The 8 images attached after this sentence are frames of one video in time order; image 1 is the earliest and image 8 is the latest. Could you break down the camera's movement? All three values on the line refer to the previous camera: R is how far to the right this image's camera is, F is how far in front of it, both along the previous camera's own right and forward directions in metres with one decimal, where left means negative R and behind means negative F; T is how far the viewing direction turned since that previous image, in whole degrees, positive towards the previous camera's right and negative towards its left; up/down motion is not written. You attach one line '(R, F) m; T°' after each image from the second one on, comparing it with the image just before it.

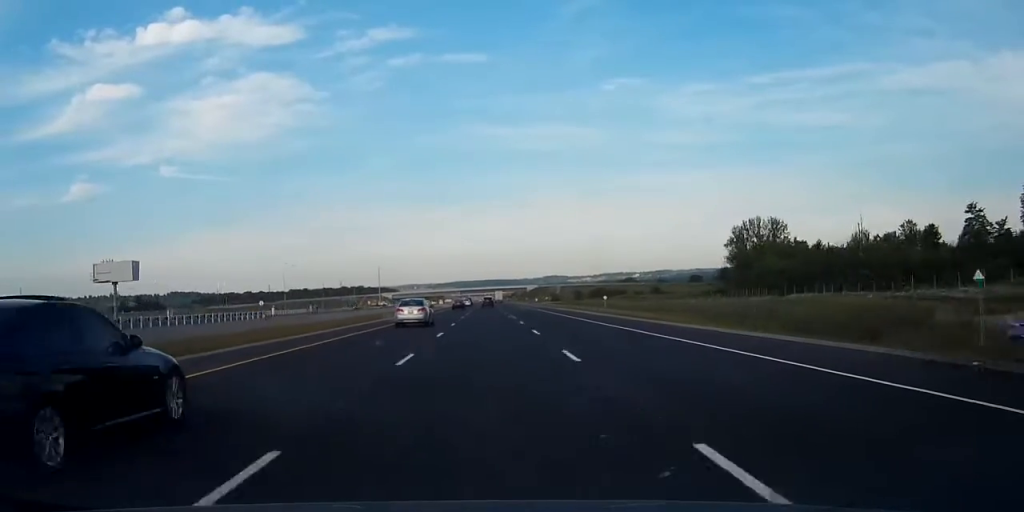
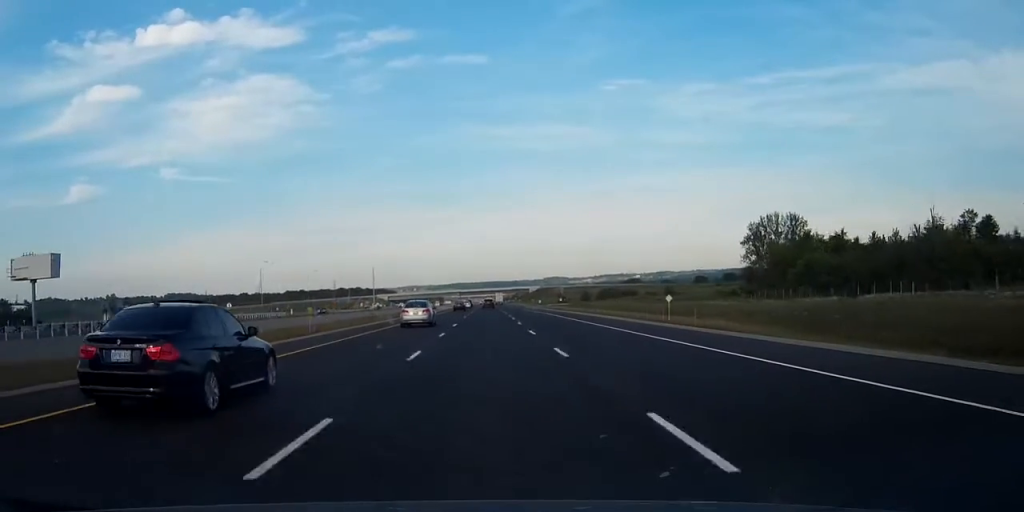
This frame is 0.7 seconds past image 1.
(+0.1, +21.6) m; 0°
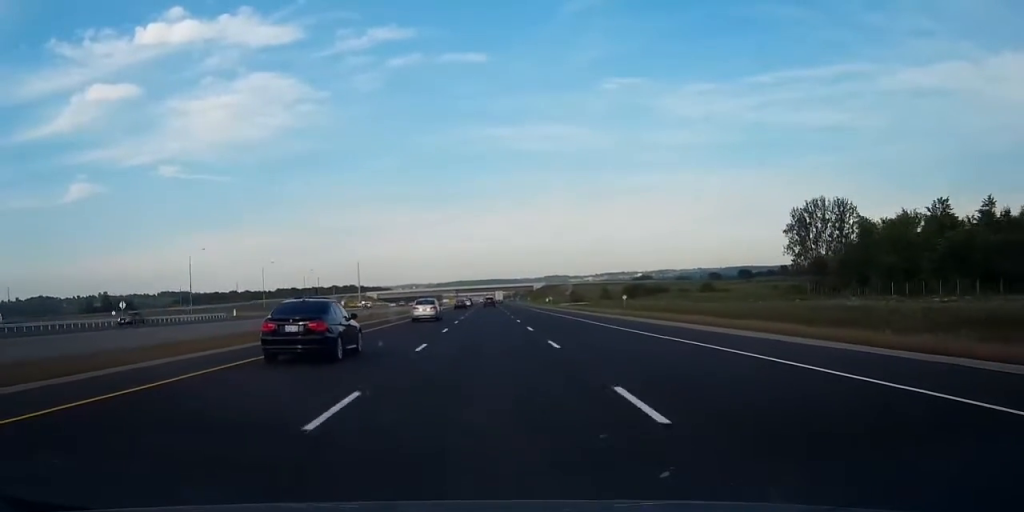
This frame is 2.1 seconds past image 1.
(-0.1, +45.5) m; 0°
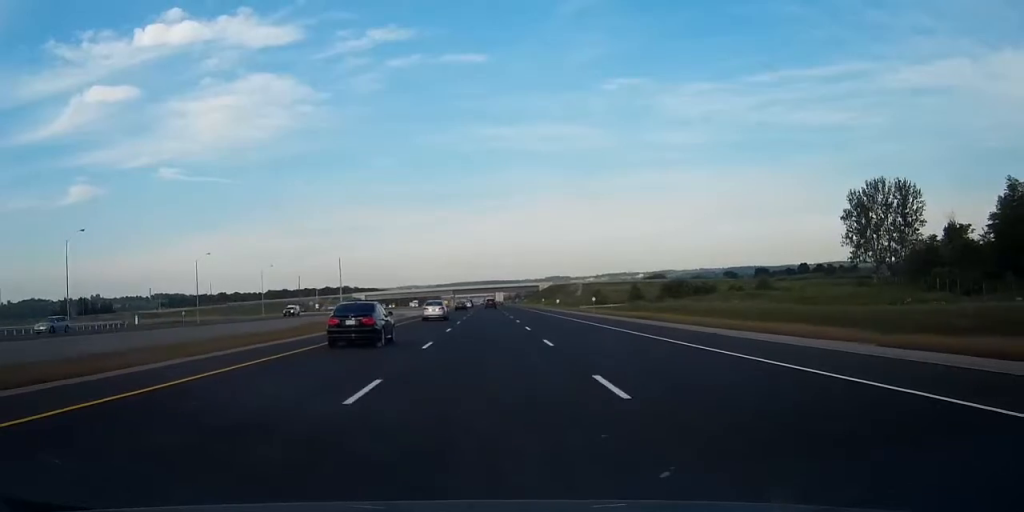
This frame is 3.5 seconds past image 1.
(0.0, +45.5) m; 0°
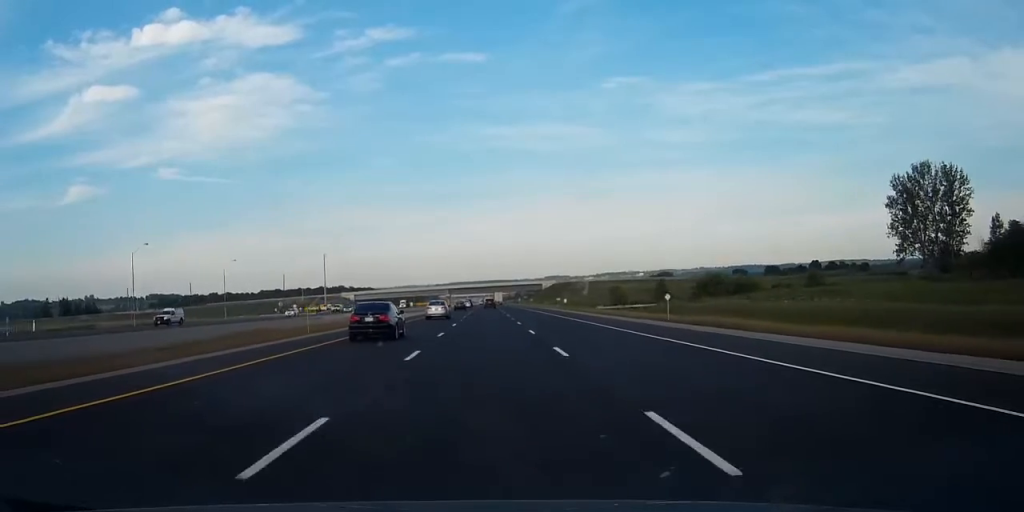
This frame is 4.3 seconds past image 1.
(0.0, +28.2) m; 0°
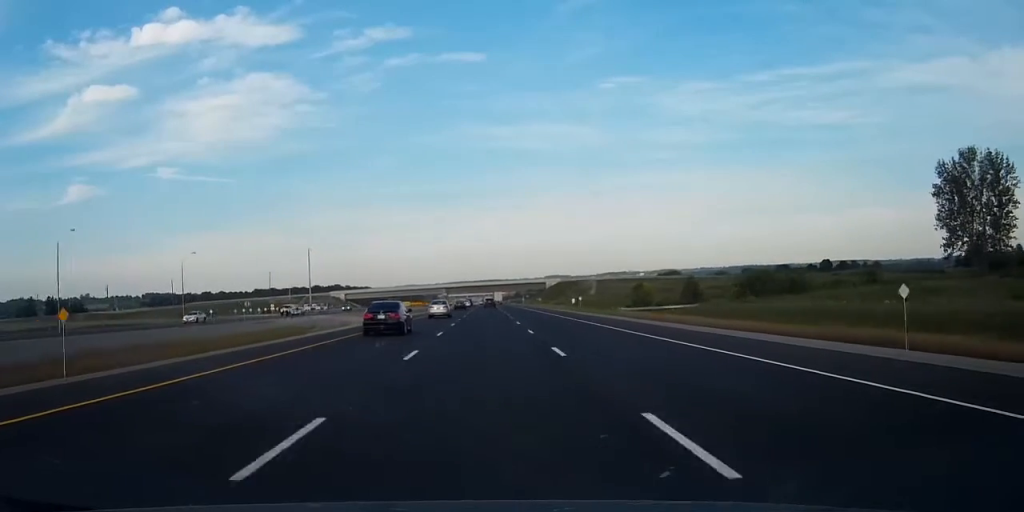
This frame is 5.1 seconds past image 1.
(0.0, +23.9) m; 0°
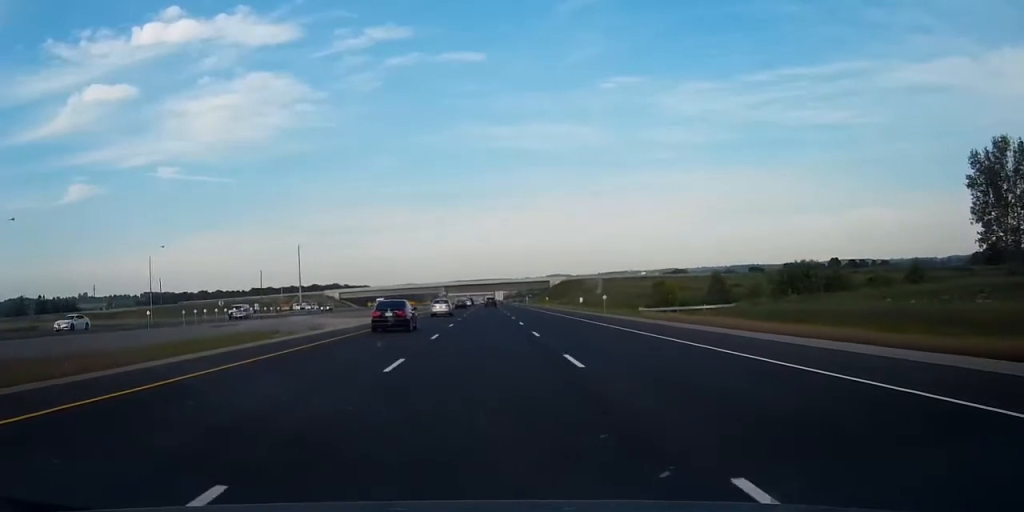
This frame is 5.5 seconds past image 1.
(0.0, +15.2) m; 0°
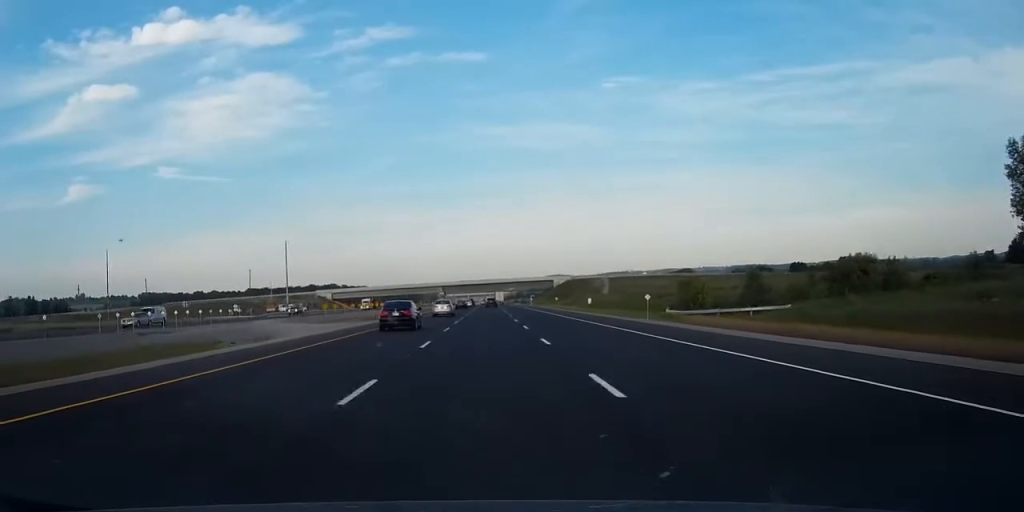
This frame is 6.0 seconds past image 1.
(0.0, +16.3) m; 0°
